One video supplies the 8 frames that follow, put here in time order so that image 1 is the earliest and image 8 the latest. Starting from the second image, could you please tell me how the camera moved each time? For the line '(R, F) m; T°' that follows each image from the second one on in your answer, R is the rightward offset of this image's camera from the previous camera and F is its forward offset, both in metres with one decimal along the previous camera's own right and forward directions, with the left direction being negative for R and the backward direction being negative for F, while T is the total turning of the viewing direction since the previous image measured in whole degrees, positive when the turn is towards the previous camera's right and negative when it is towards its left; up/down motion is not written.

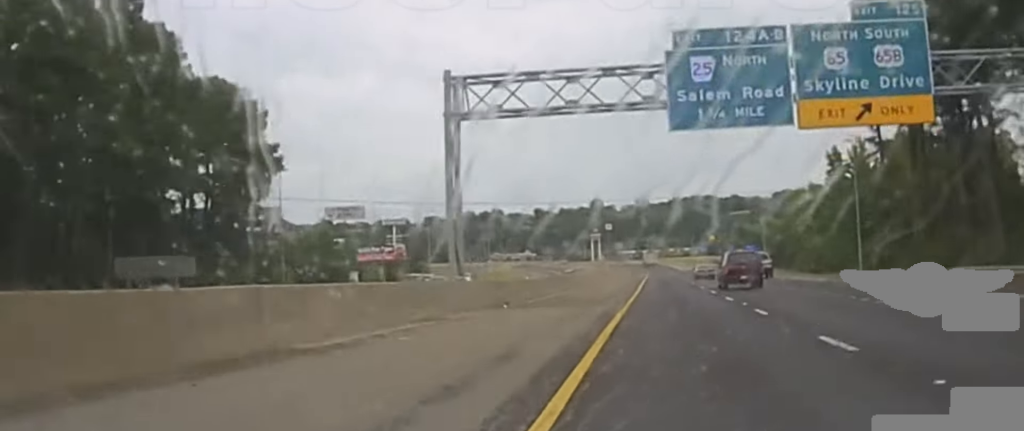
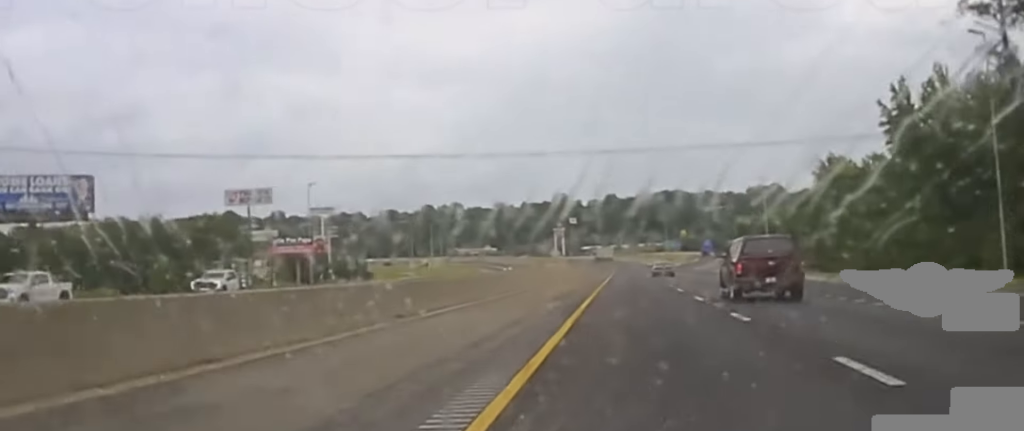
(0.0, +51.9) m; 0°
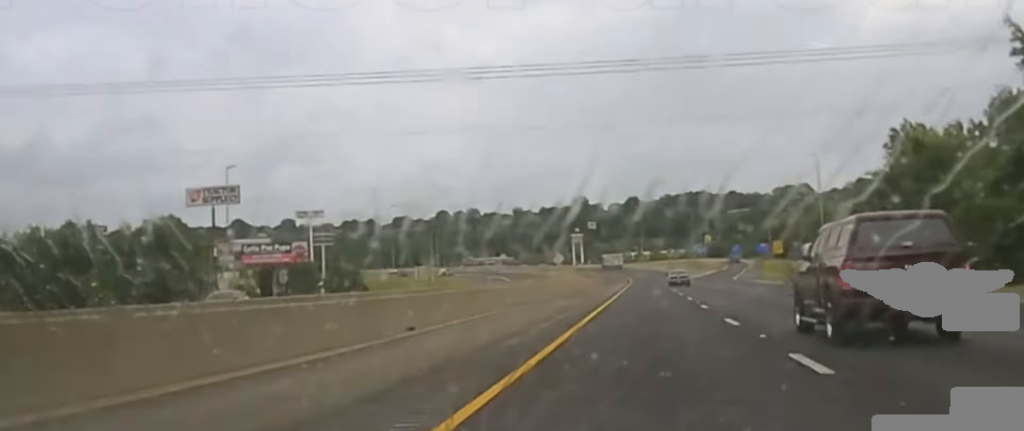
(0.0, +33.0) m; 0°
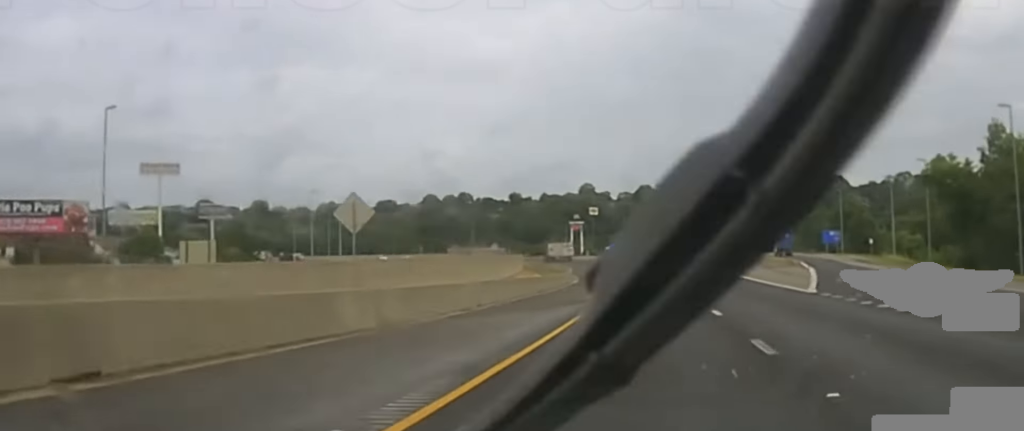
(+0.1, +99.1) m; 0°
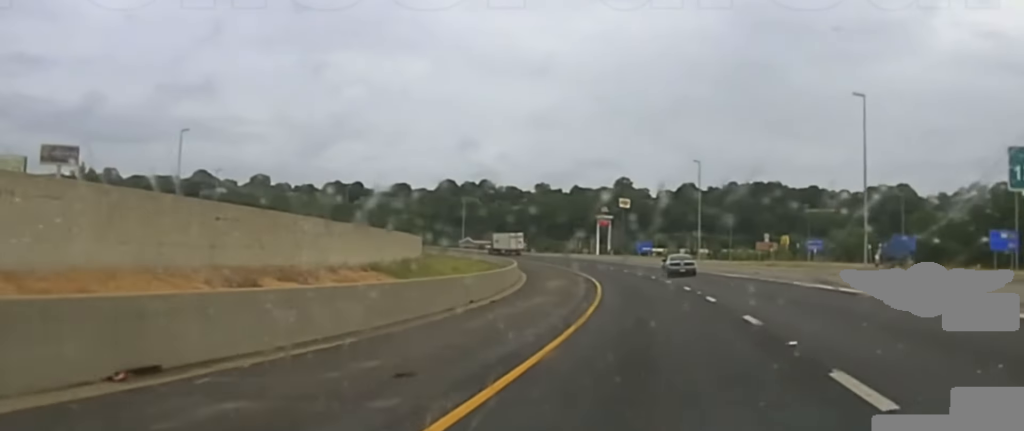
(+0.1, +76.7) m; 0°
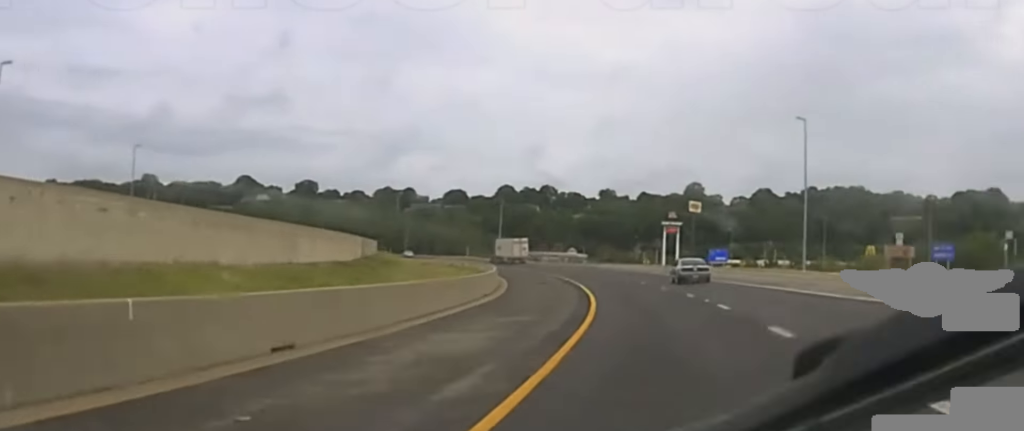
(0.0, +43.6) m; -1°
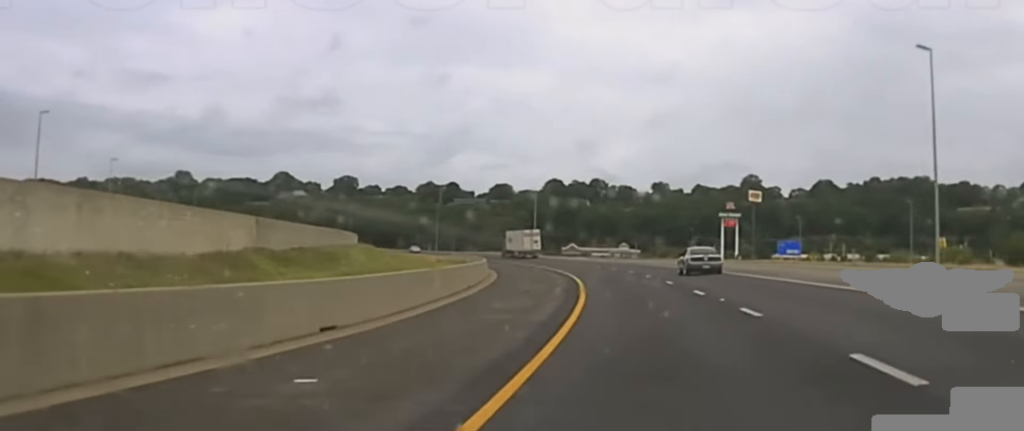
(-0.1, +27.4) m; -4°
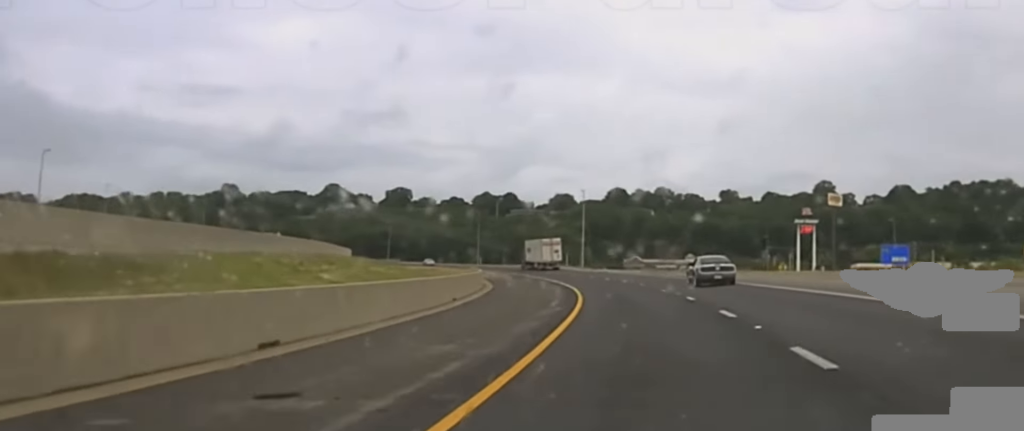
(+0.7, +27.1) m; -8°
